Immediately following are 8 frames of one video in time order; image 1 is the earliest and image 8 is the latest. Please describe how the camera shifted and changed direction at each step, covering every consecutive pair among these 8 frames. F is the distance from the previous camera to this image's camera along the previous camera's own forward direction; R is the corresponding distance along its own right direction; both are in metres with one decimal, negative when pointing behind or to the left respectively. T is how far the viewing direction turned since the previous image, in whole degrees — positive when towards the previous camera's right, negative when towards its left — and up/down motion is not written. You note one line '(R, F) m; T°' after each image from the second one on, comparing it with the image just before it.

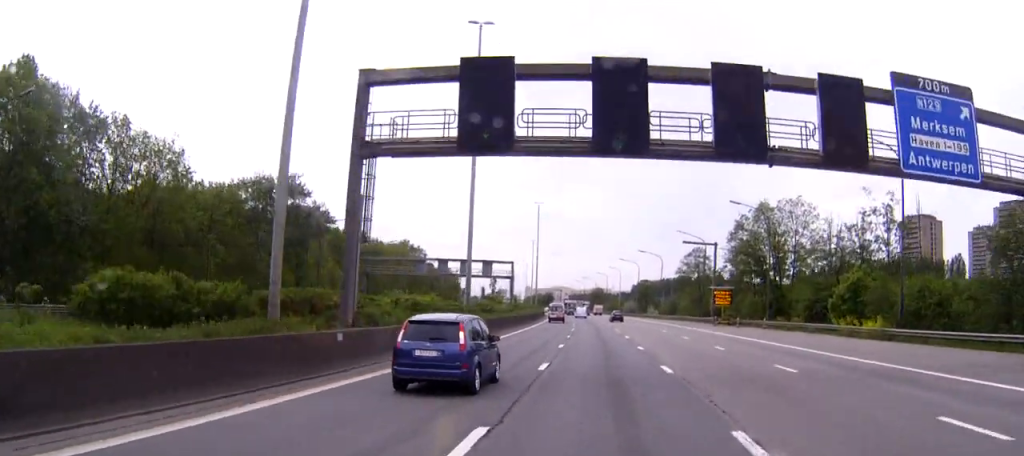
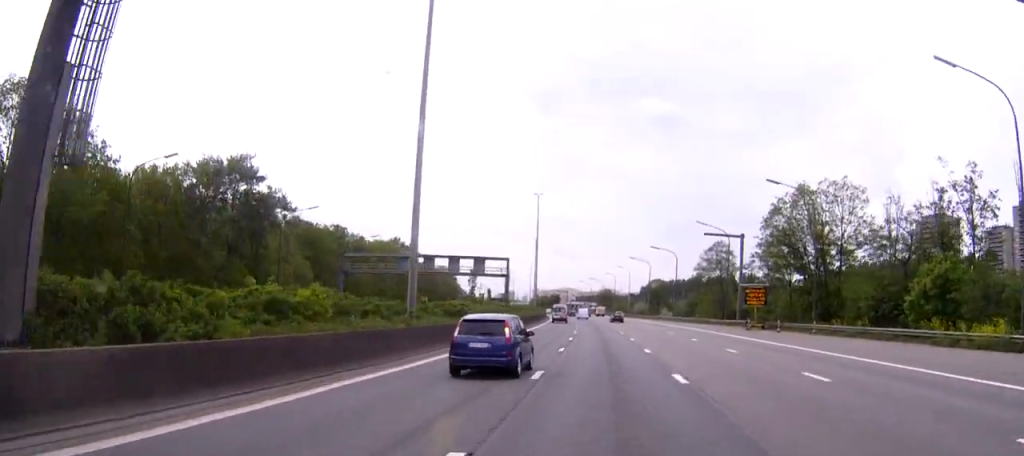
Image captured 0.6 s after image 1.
(-0.1, +14.7) m; -1°
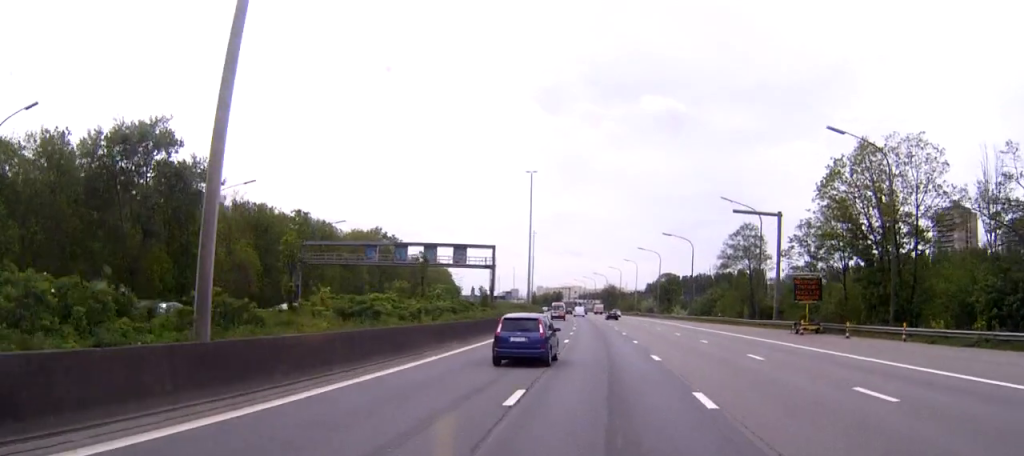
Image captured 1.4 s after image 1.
(0.0, +16.8) m; -1°
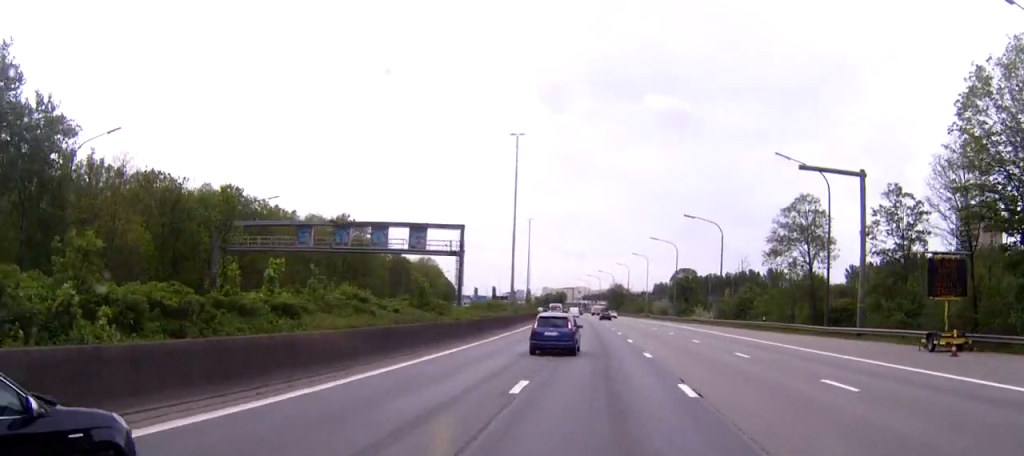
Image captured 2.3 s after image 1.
(-0.2, +21.3) m; -1°
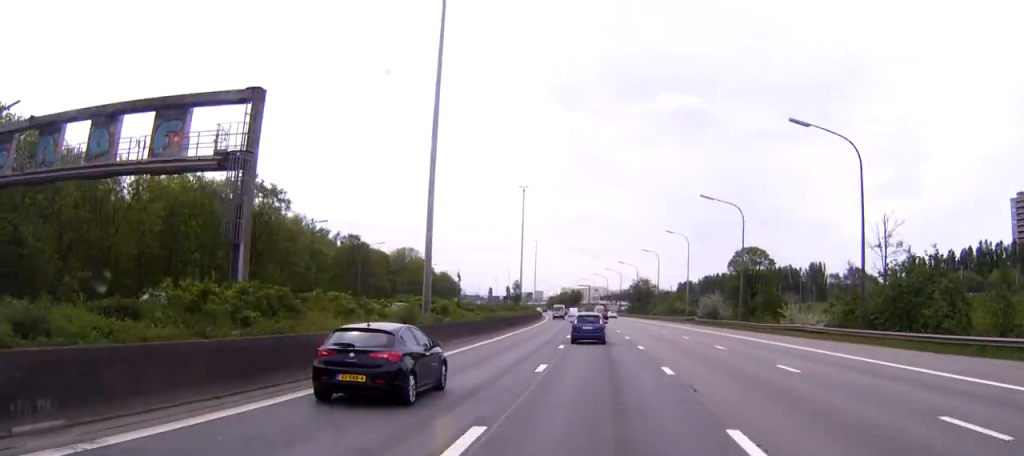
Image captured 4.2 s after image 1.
(-0.3, +37.6) m; -1°
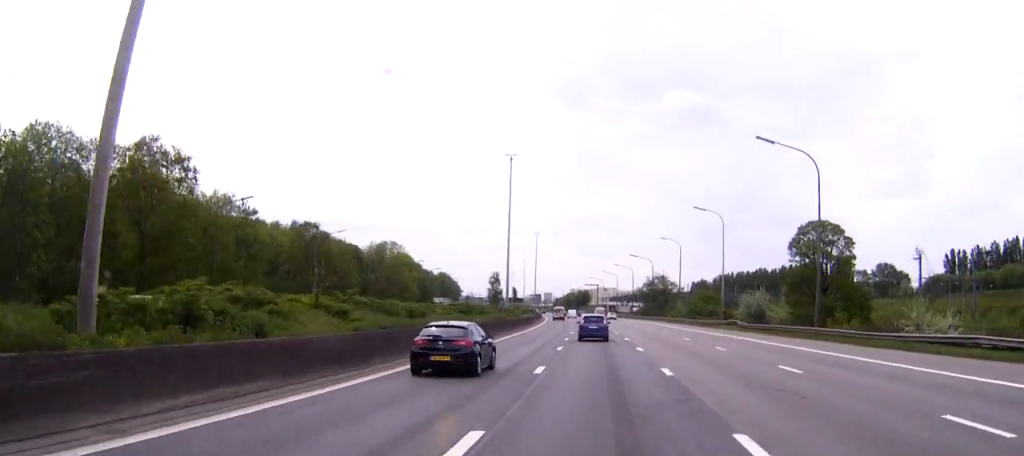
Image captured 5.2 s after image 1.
(-0.1, +20.2) m; -1°
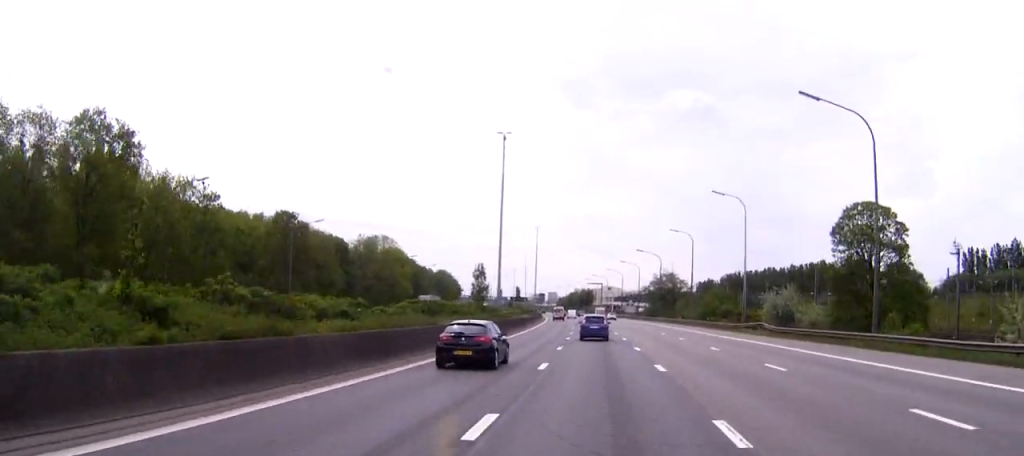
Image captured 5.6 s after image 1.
(0.0, +9.0) m; 0°
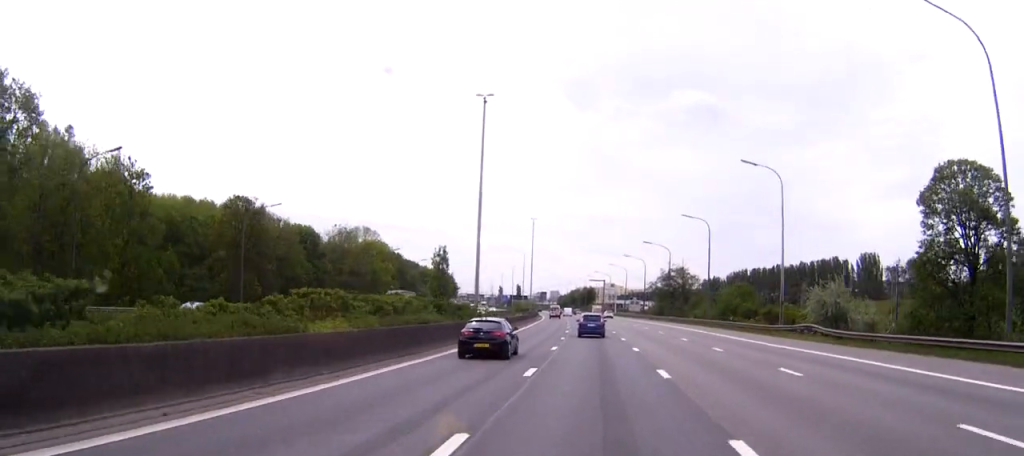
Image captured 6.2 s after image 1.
(0.0, +13.0) m; 0°
